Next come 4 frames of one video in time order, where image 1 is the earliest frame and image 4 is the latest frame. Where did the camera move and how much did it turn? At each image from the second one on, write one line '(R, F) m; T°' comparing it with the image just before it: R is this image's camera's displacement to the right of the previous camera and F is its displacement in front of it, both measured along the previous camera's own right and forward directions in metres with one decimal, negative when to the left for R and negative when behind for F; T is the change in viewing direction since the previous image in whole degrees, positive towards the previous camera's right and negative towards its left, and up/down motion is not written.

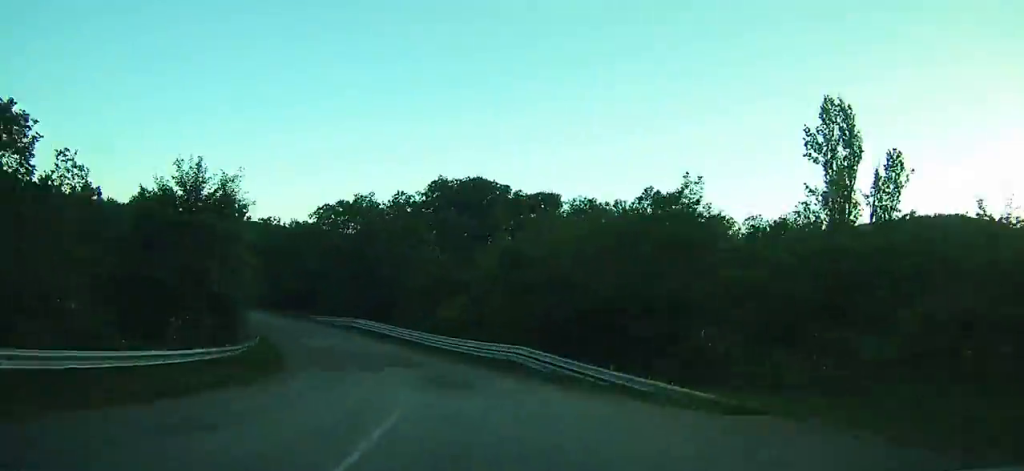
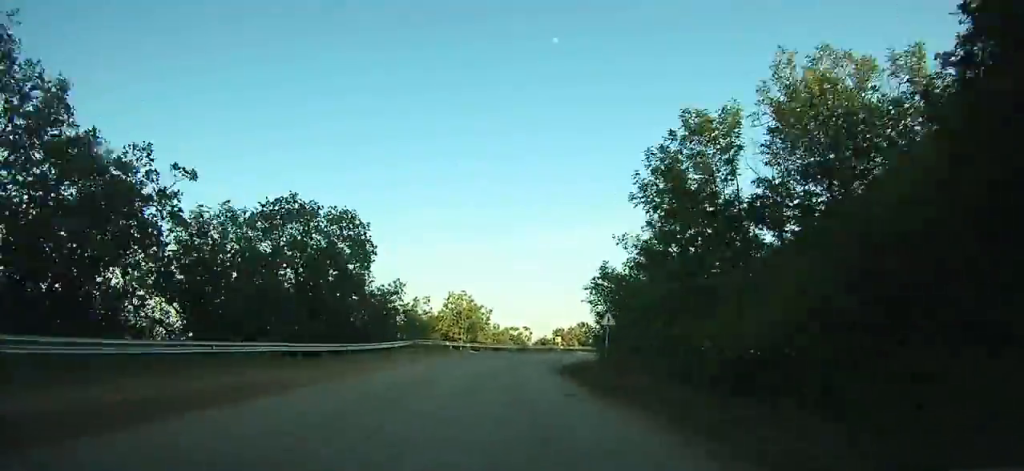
(-122.8, +73.6) m; -90°
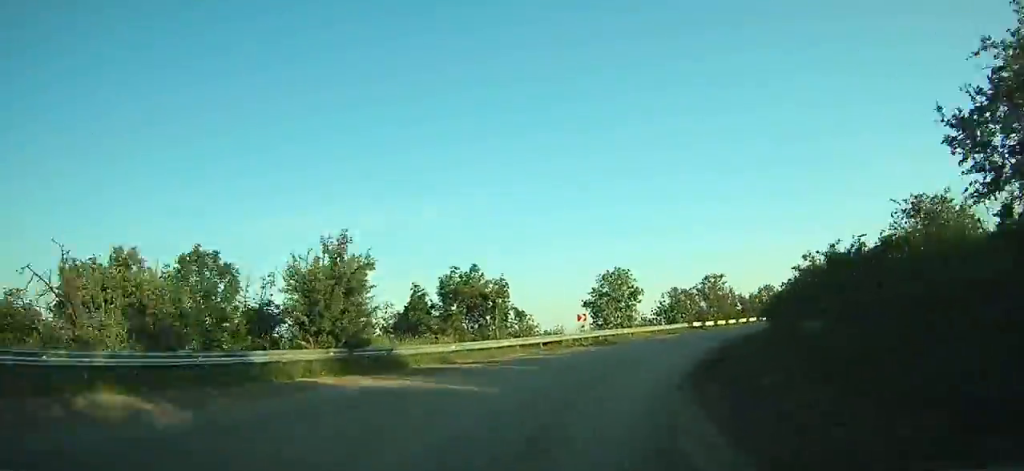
(+5.4, +60.2) m; +23°
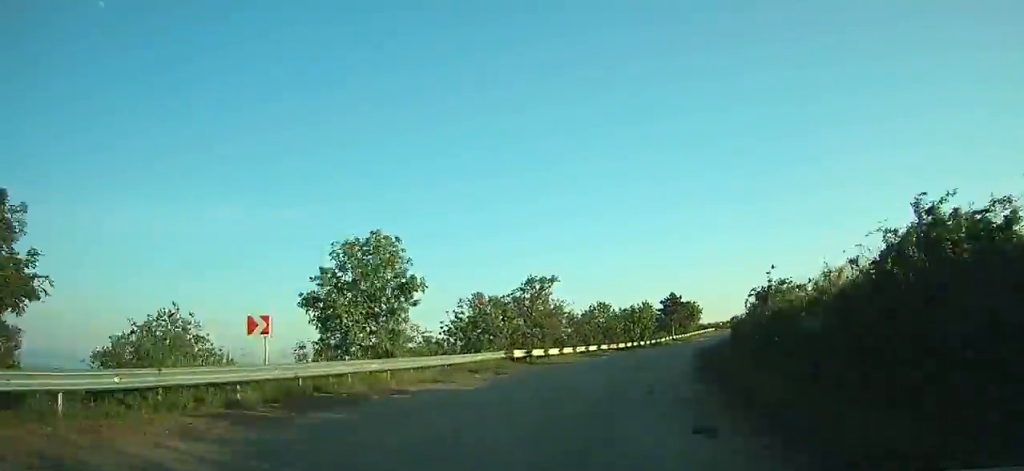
(+2.2, +25.0) m; +18°
